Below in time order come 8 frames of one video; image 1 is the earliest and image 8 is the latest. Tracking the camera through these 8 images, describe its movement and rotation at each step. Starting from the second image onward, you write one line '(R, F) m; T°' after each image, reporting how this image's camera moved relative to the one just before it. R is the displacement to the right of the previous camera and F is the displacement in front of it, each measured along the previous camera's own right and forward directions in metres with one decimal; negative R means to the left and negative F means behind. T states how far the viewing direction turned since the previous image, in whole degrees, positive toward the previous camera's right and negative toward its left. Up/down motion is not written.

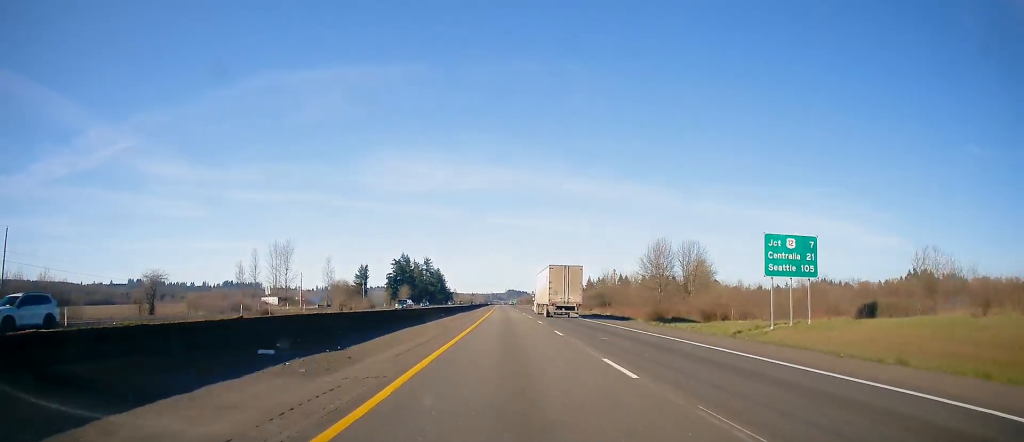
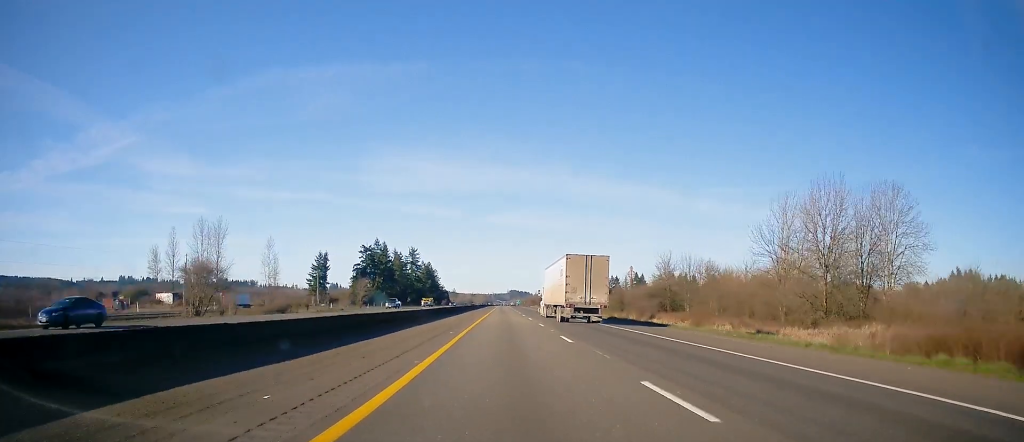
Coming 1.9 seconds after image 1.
(+0.1, +64.5) m; 0°
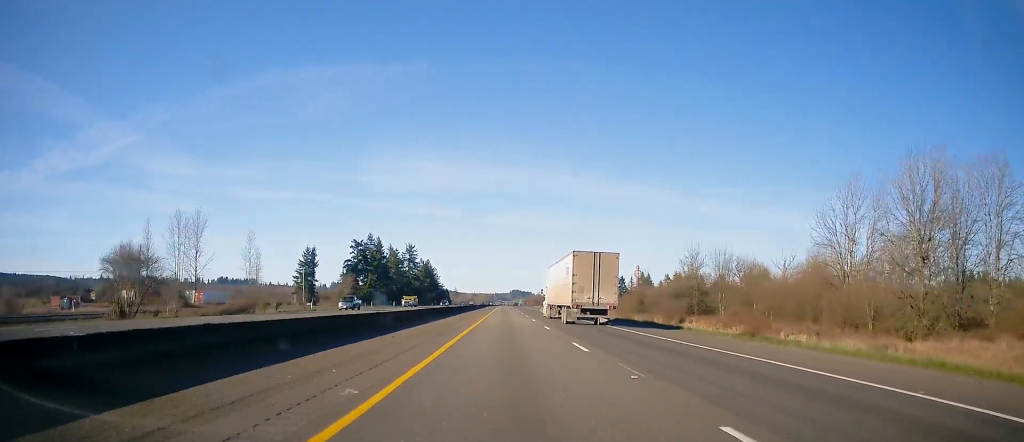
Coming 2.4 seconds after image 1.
(0.0, +15.5) m; 0°
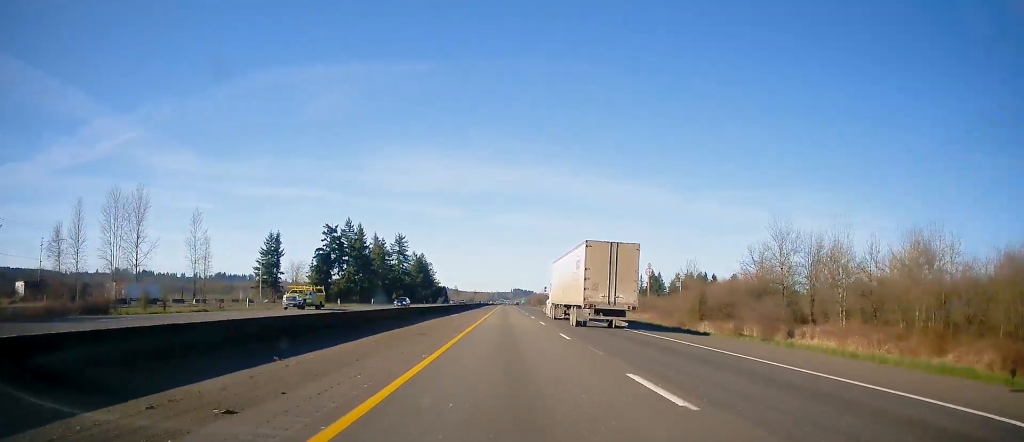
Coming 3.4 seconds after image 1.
(-0.4, +32.3) m; 0°
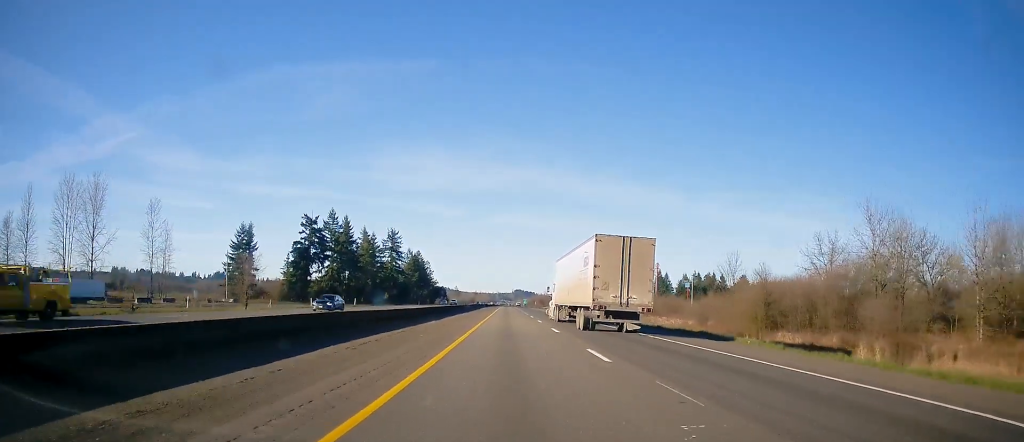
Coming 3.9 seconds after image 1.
(0.0, +18.9) m; 0°
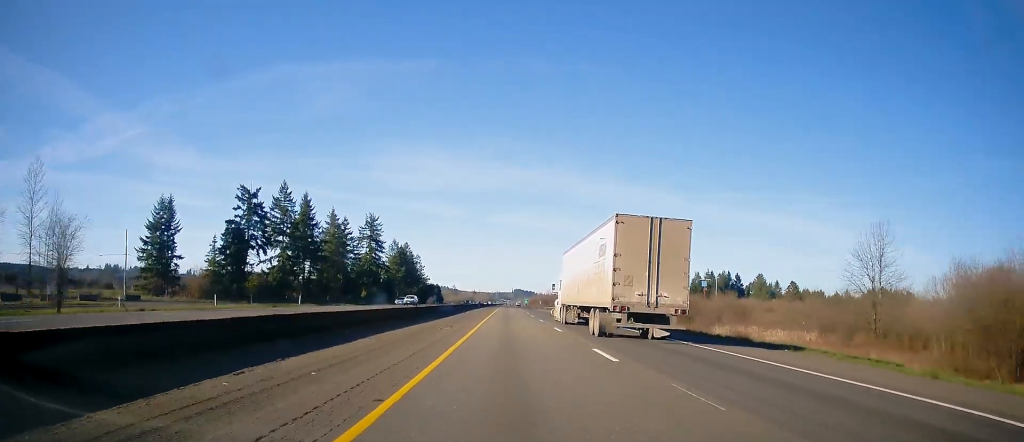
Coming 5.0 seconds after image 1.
(0.0, +36.7) m; 0°
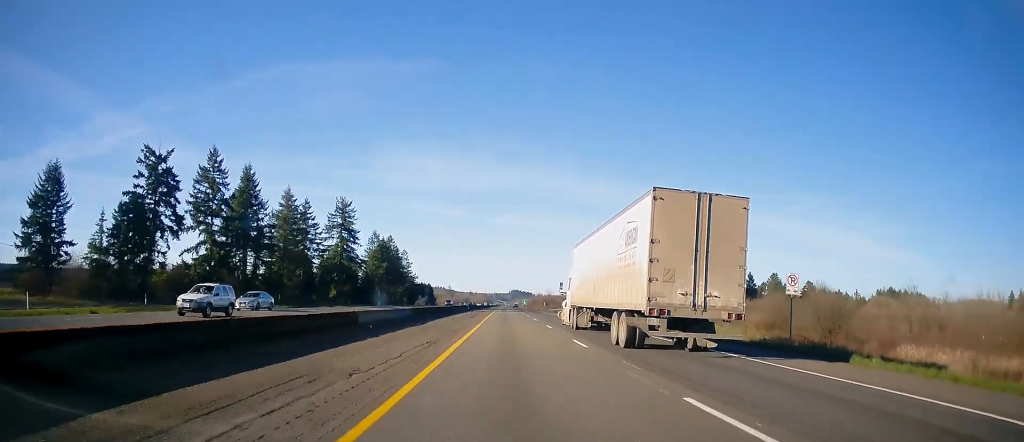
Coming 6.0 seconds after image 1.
(0.0, +32.3) m; 0°
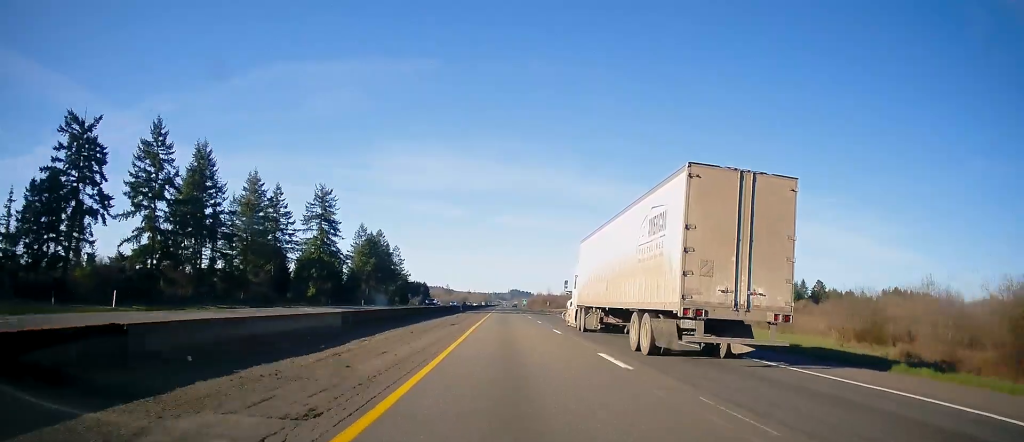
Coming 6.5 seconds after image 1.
(+0.1, +17.9) m; 0°
